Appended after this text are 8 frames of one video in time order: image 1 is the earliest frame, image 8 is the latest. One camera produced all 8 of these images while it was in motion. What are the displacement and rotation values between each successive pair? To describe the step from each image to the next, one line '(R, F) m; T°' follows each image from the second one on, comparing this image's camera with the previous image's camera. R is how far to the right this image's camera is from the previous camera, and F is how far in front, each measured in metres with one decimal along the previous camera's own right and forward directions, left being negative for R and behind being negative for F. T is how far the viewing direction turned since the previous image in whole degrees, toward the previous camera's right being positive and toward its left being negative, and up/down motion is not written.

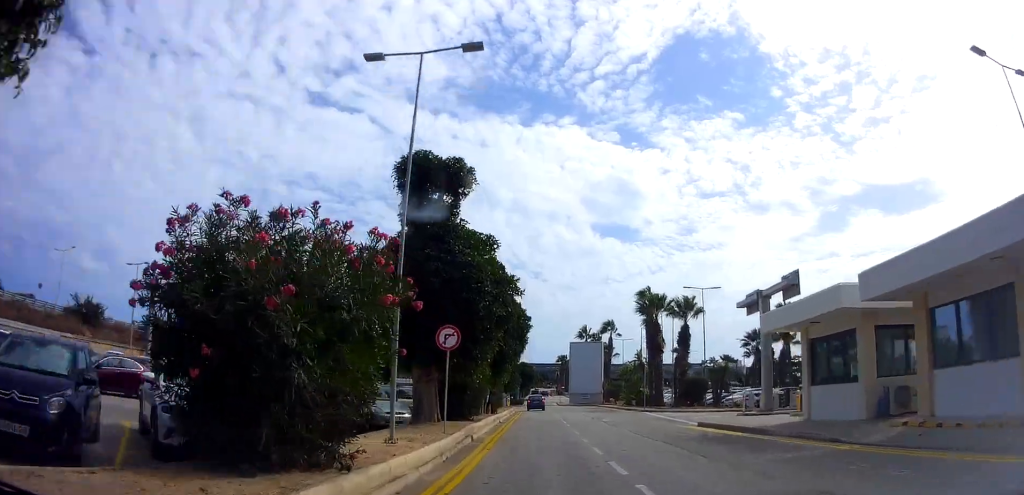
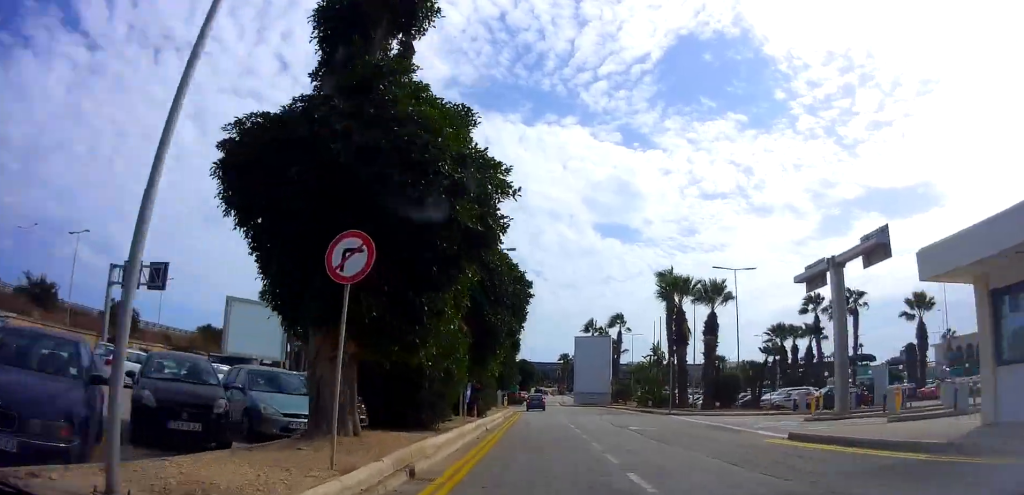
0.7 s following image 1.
(0.0, +7.9) m; 0°
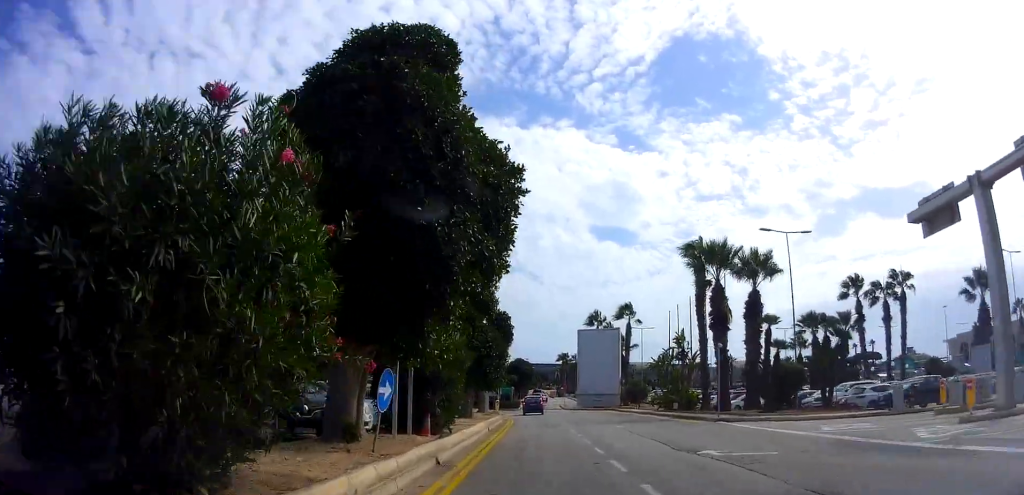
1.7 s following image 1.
(0.0, +9.9) m; 0°
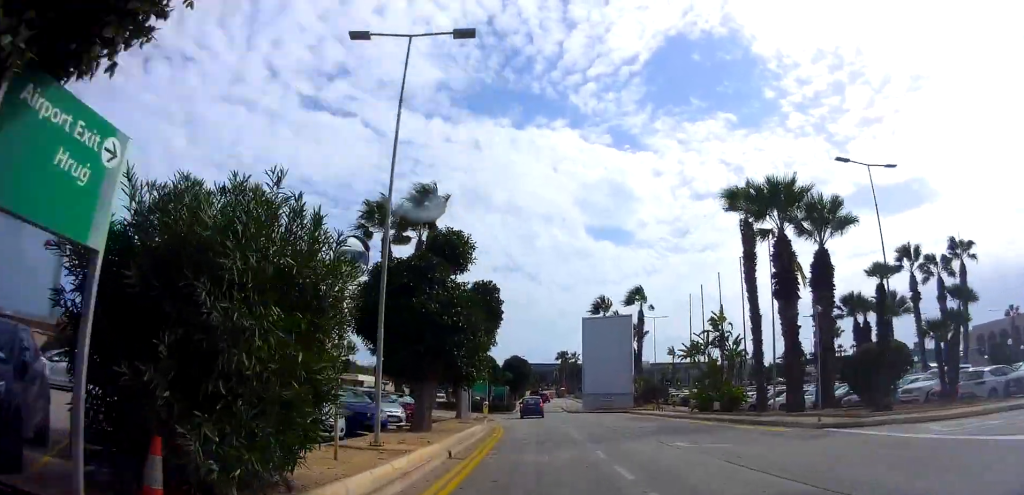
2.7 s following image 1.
(0.0, +10.2) m; -1°
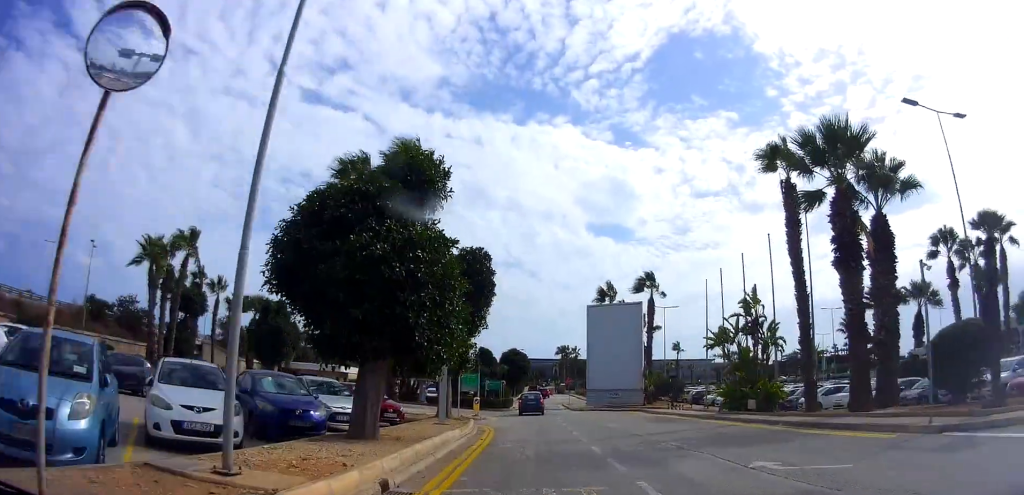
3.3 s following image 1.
(0.0, +5.6) m; 0°
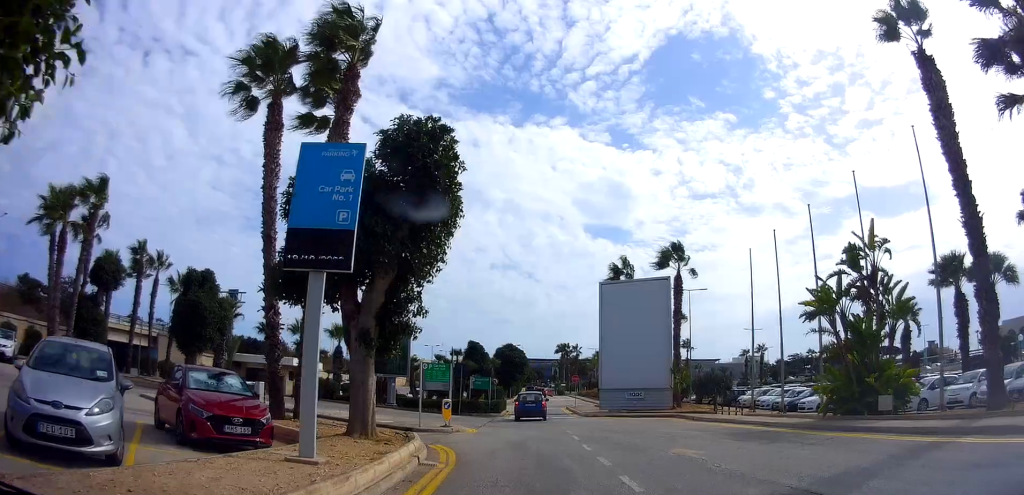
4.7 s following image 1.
(+0.4, +11.7) m; +2°
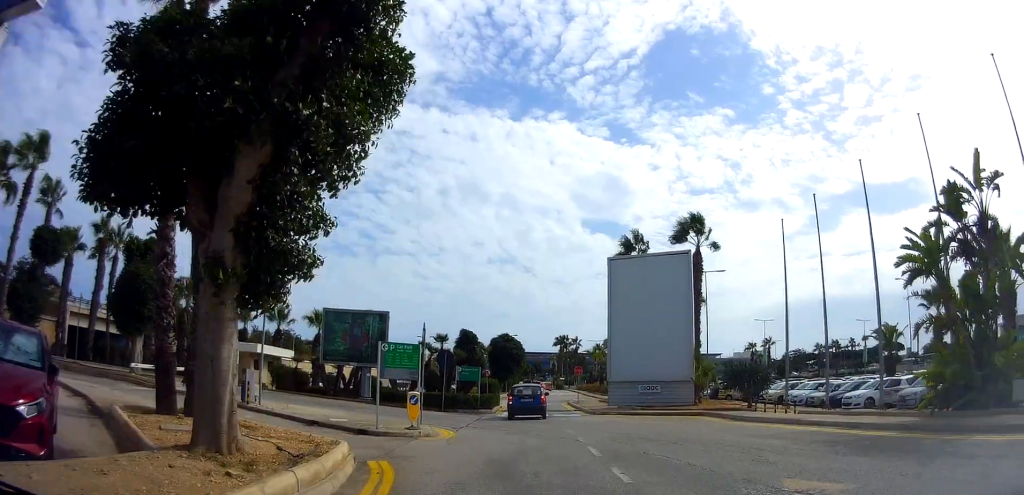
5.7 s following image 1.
(-0.3, +6.2) m; -1°
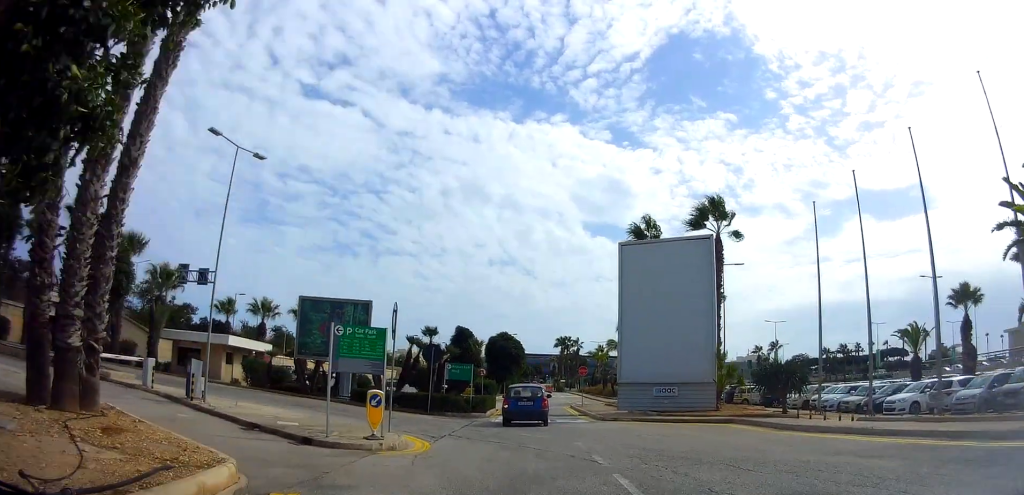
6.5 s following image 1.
(+0.1, +4.4) m; -2°
